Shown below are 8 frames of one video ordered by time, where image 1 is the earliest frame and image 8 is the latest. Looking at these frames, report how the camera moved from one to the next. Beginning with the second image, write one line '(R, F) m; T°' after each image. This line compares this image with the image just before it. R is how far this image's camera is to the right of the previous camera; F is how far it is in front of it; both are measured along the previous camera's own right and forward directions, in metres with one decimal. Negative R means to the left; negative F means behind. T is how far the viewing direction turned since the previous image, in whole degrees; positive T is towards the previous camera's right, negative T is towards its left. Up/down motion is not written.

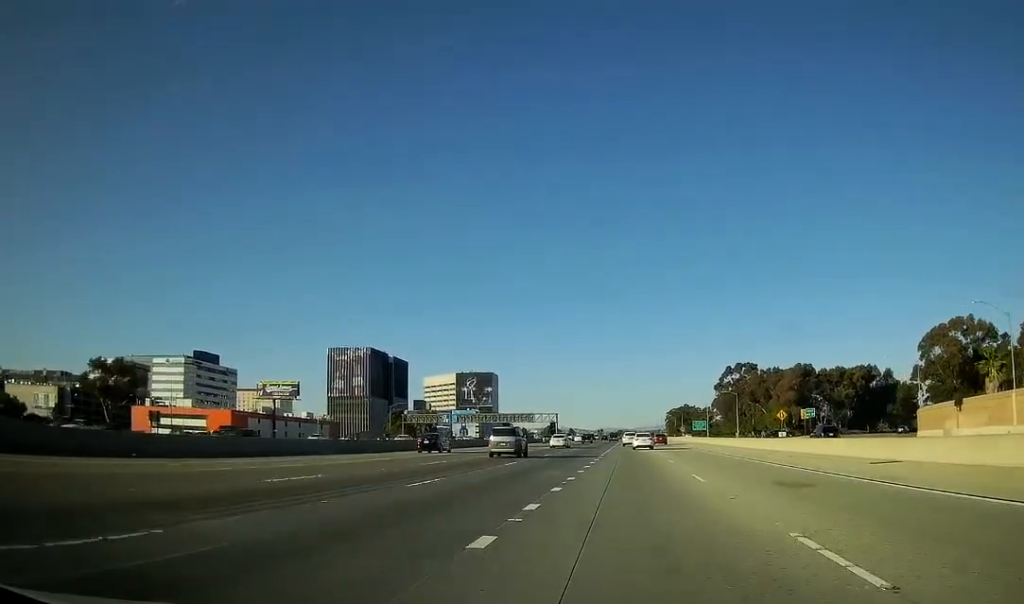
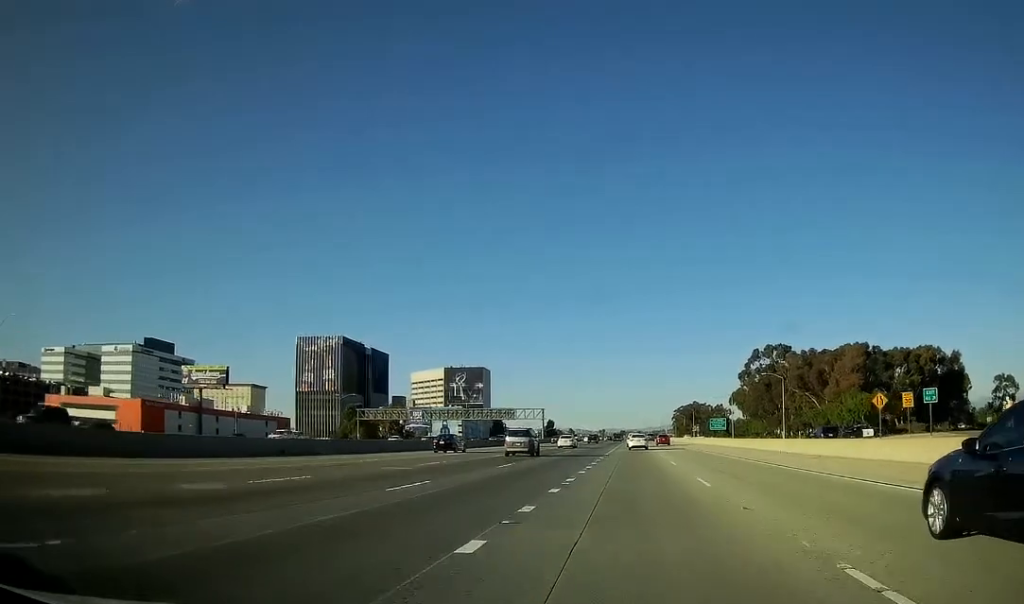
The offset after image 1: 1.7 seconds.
(0.0, +44.5) m; 0°
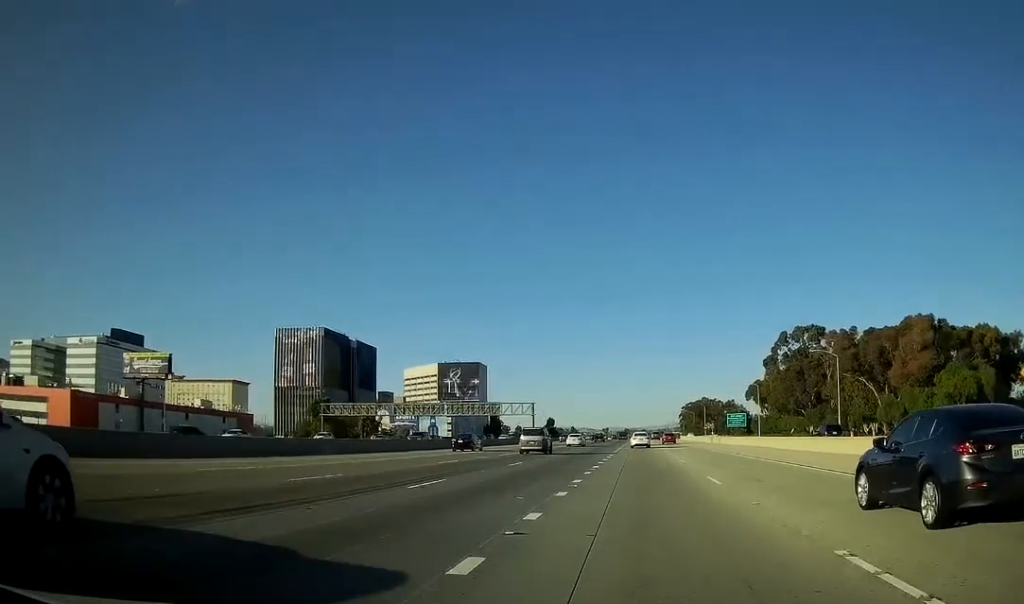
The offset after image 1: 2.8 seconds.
(0.0, +28.6) m; 0°
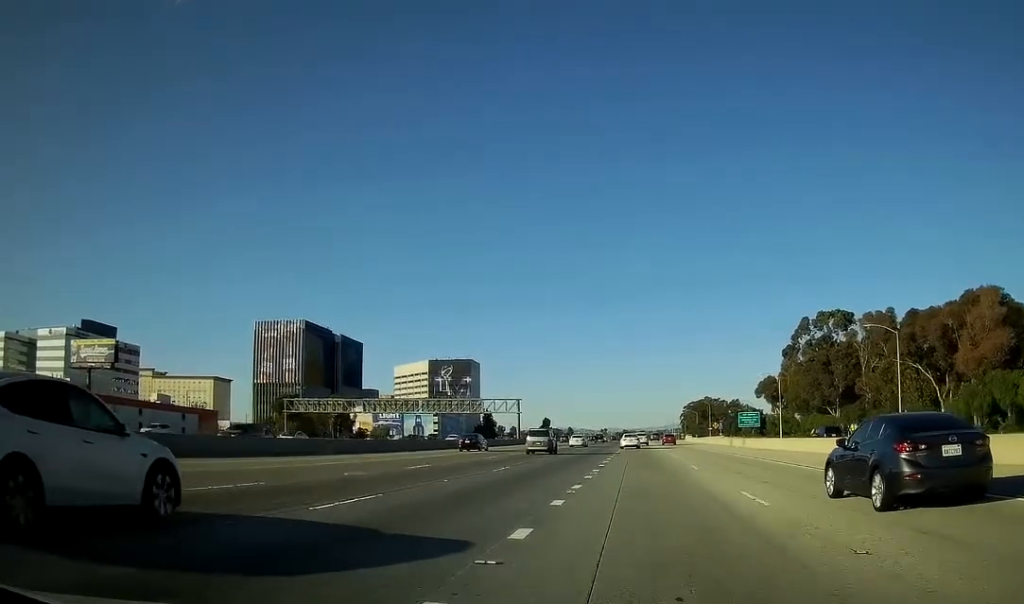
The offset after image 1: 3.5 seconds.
(0.0, +20.6) m; -1°
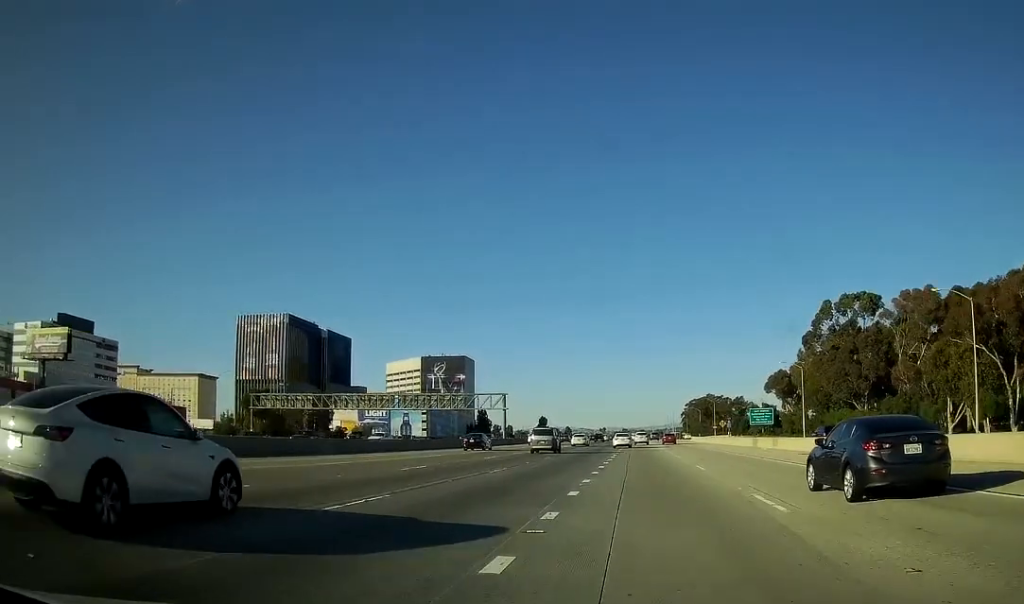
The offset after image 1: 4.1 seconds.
(-0.3, +16.1) m; 0°
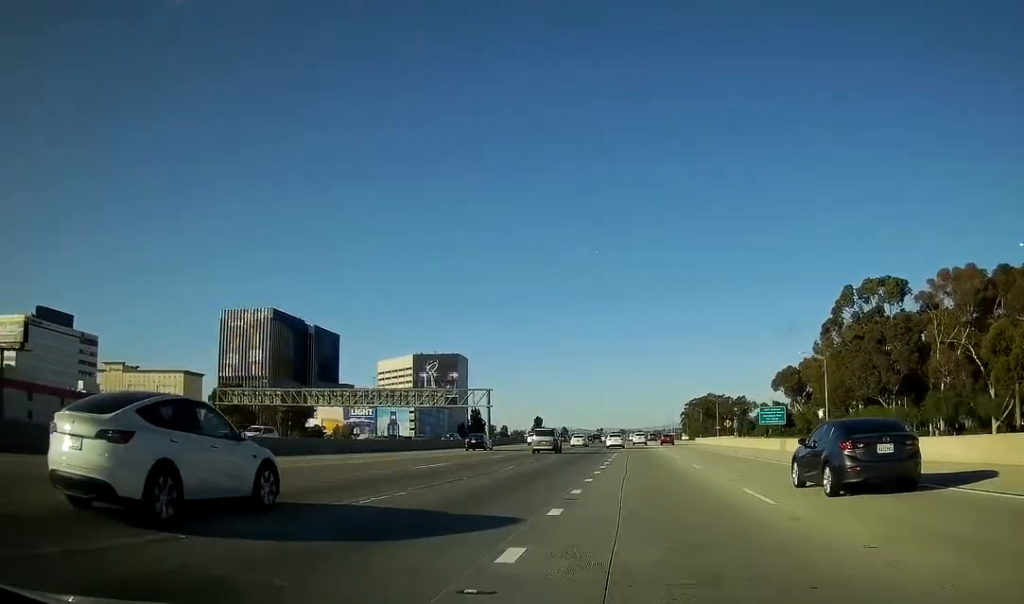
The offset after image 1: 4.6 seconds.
(-0.4, +12.5) m; 0°
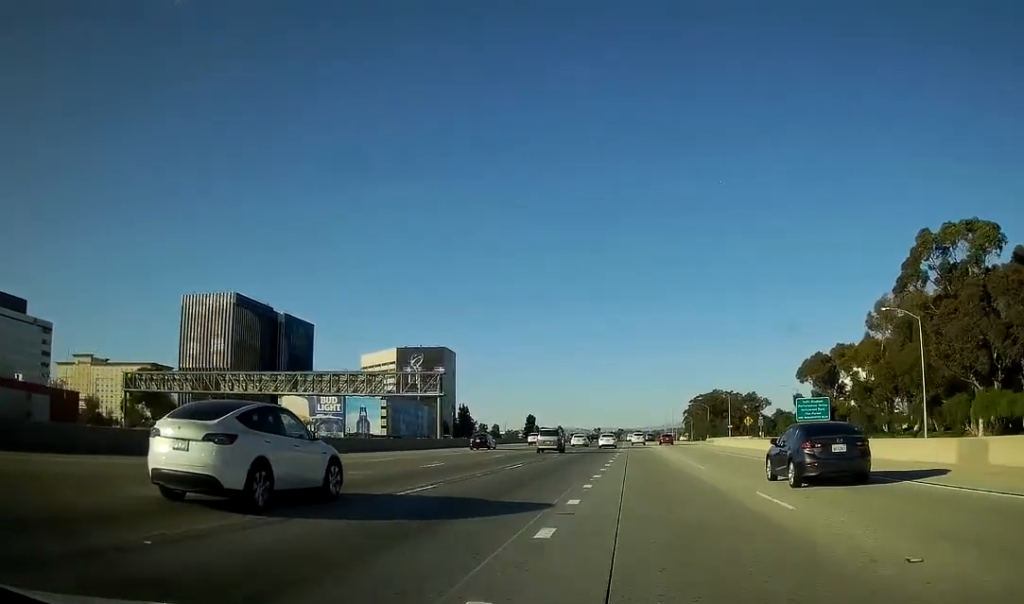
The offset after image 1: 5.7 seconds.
(+0.6, +29.6) m; +2°
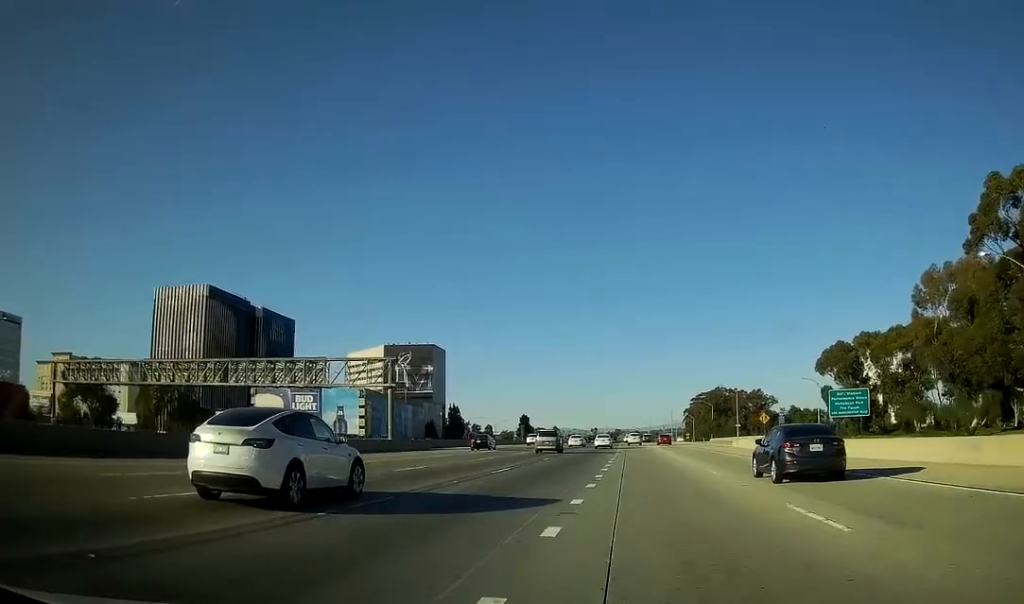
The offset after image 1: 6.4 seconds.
(0.0, +18.0) m; 0°
